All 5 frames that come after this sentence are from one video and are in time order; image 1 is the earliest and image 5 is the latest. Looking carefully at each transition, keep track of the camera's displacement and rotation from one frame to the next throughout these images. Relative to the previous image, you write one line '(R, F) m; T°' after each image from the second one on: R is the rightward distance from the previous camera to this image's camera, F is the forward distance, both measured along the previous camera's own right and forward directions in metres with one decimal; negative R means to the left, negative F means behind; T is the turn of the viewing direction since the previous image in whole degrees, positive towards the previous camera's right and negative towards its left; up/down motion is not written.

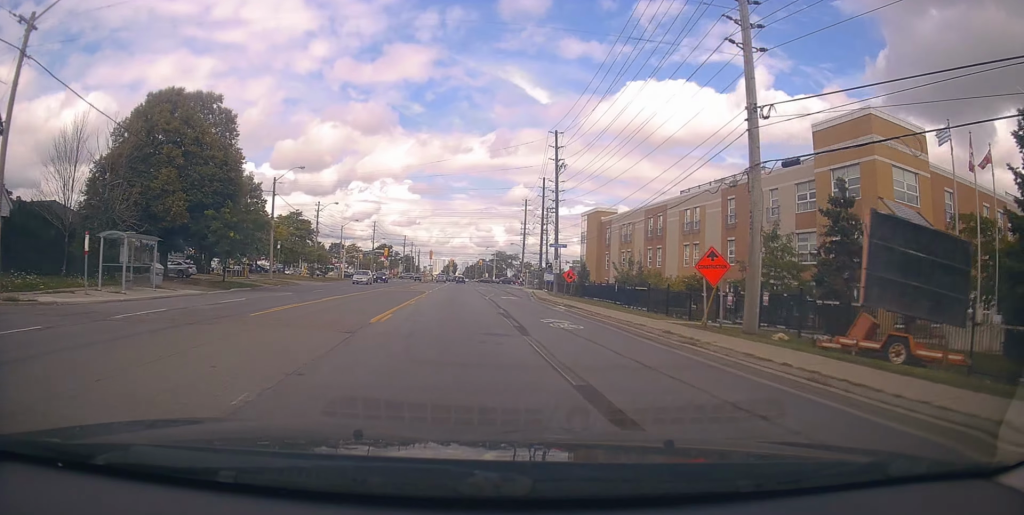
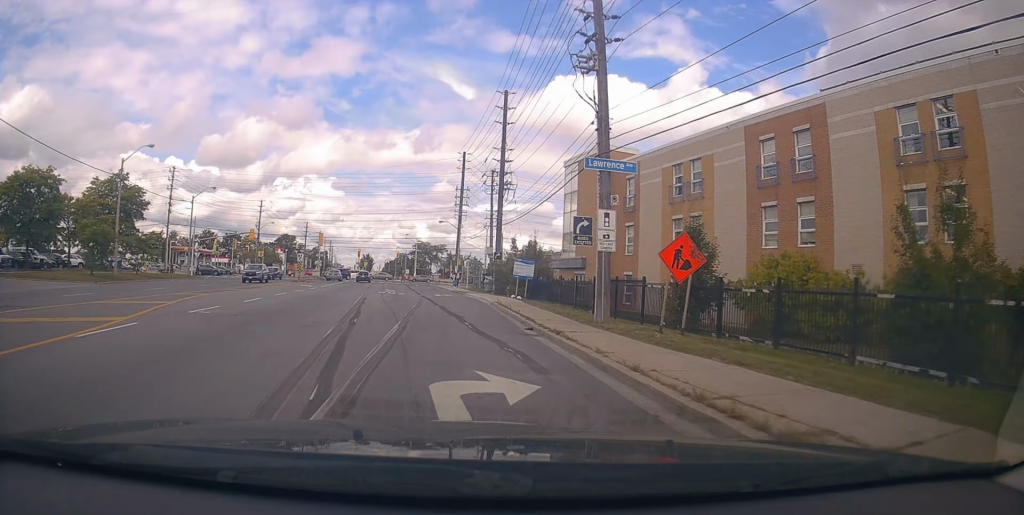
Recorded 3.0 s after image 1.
(+3.3, +38.5) m; +10°
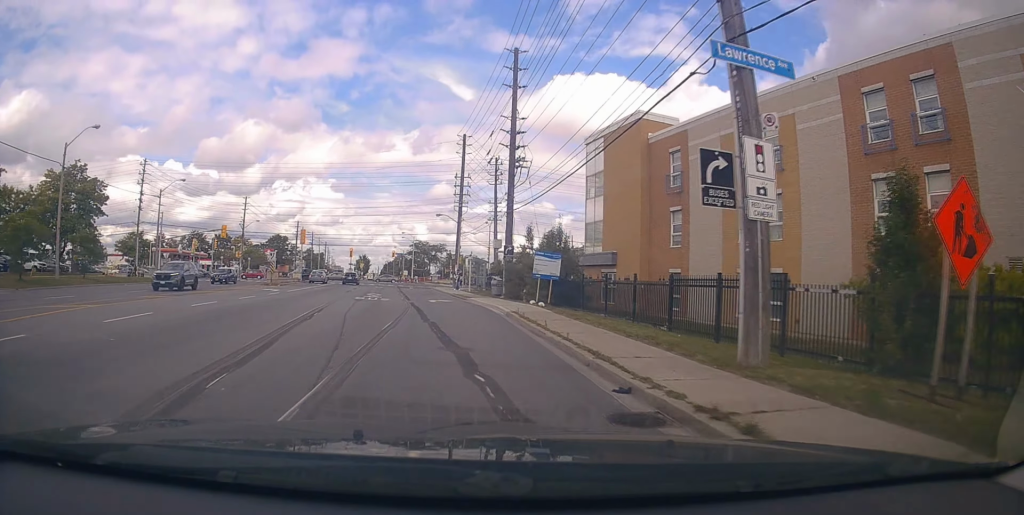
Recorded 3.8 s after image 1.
(+0.4, +9.1) m; +1°
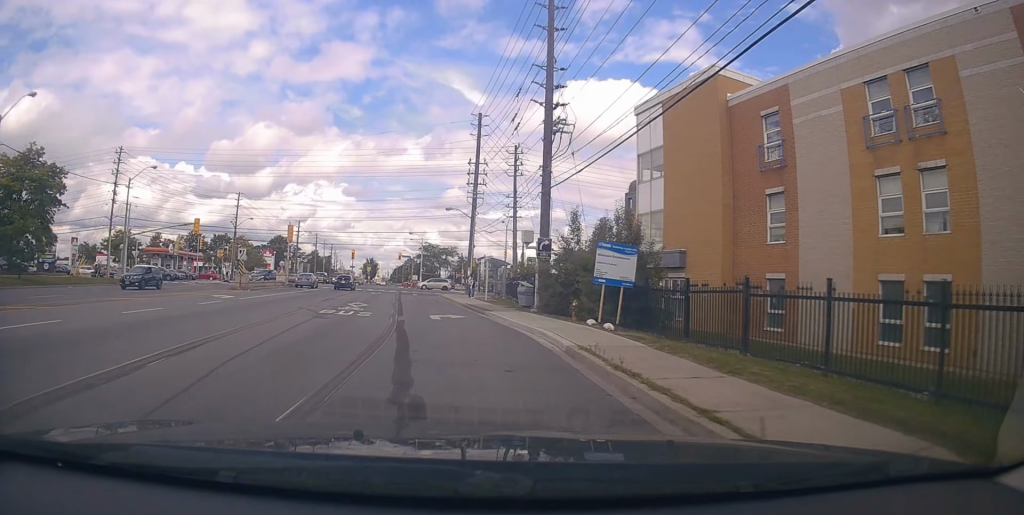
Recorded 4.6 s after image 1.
(0.0, +9.9) m; -2°
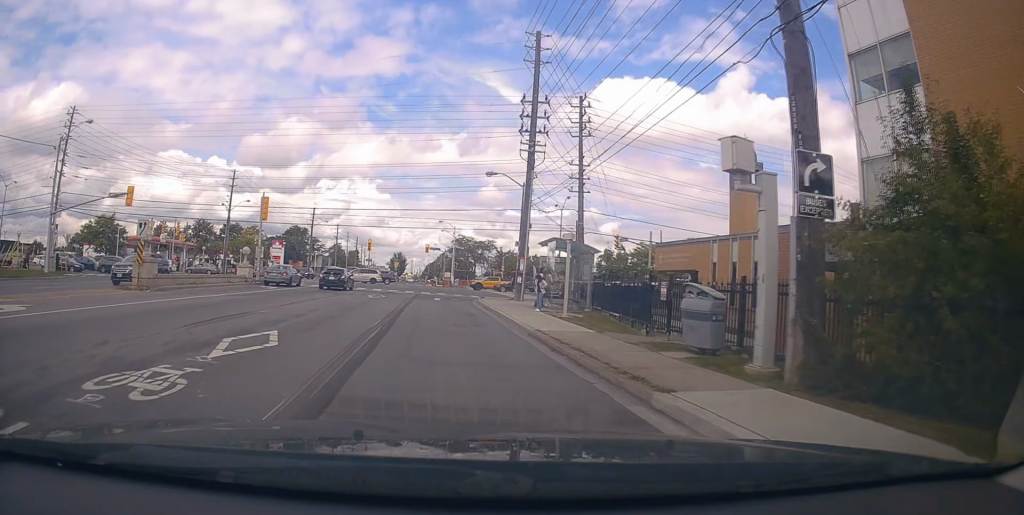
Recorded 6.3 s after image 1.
(-0.9, +17.7) m; -3°
